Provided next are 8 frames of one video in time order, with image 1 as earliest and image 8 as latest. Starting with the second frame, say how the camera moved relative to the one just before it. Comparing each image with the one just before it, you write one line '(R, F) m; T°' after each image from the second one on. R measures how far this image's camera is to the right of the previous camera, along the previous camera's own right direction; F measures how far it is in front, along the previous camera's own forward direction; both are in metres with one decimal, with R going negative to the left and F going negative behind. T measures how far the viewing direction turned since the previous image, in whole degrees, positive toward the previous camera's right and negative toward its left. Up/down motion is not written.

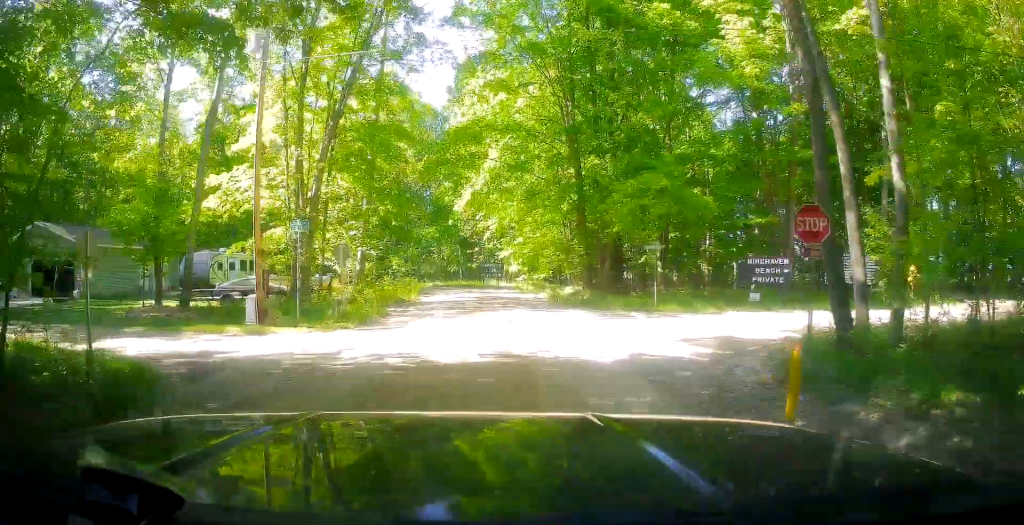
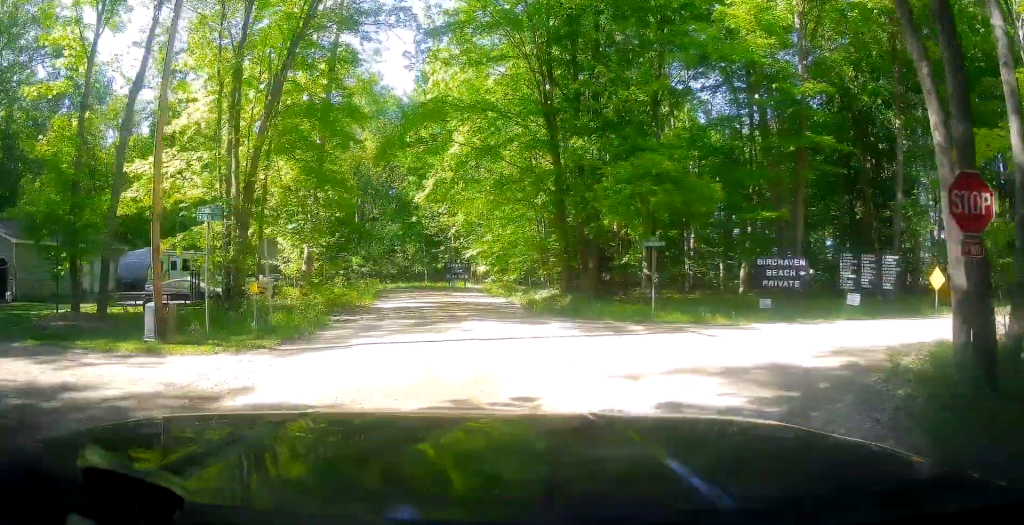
(+0.5, +5.7) m; +7°
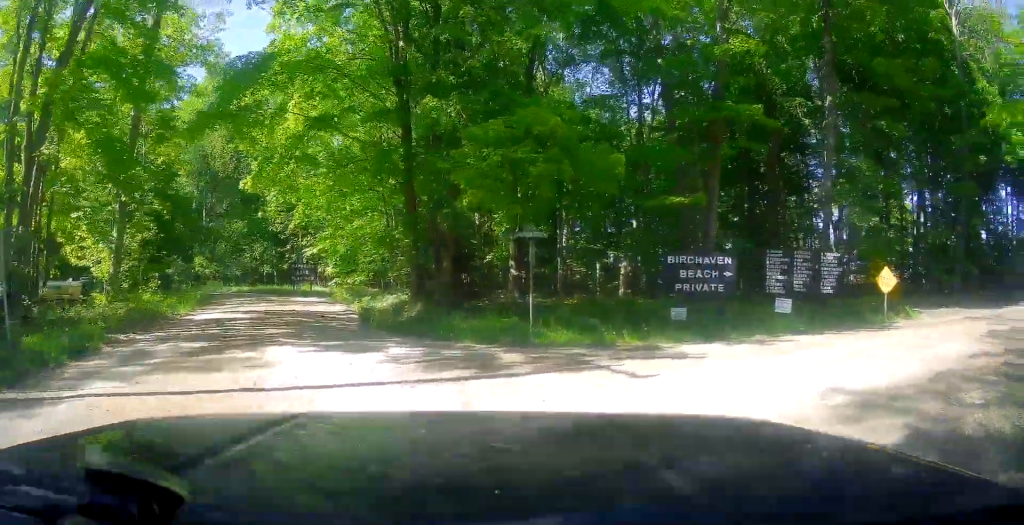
(+0.5, +7.2) m; +2°
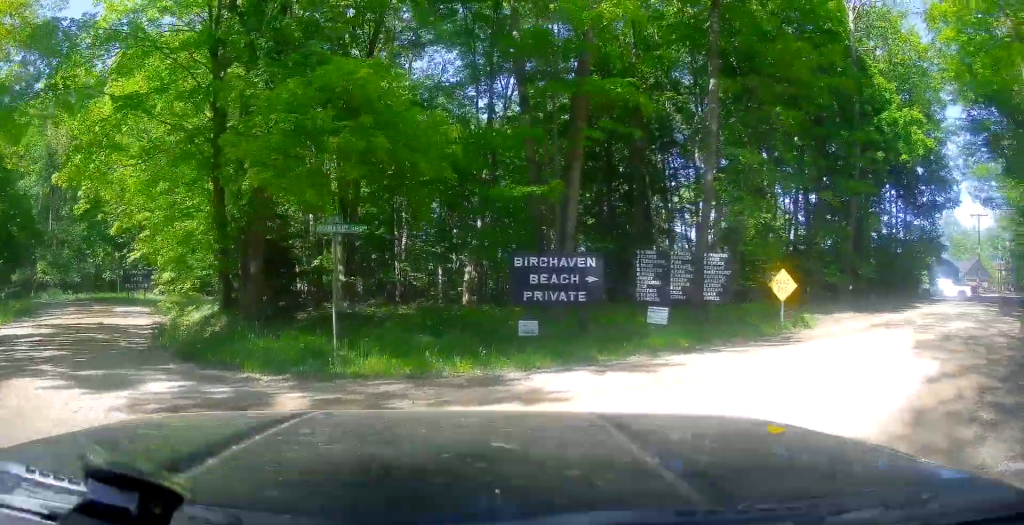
(0.0, +3.5) m; +9°
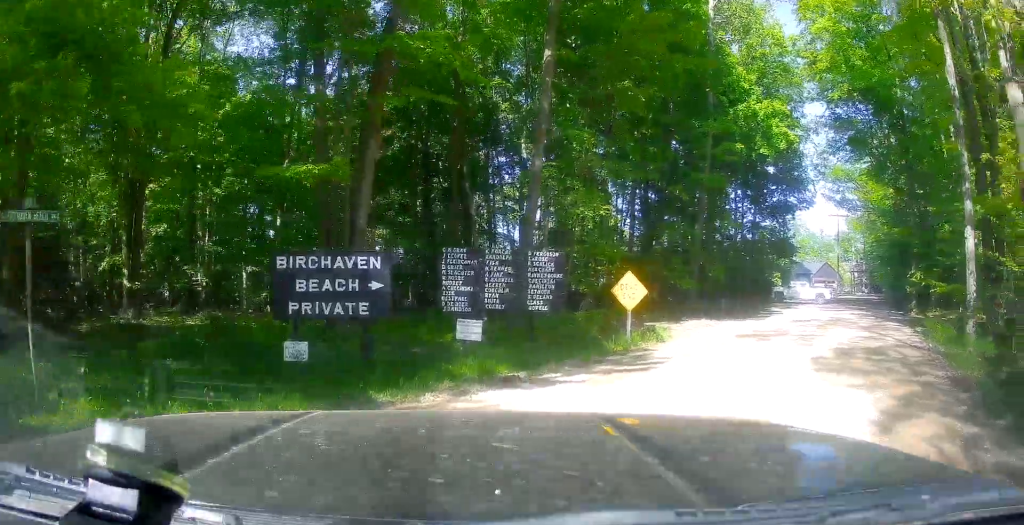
(+0.5, +4.0) m; +19°
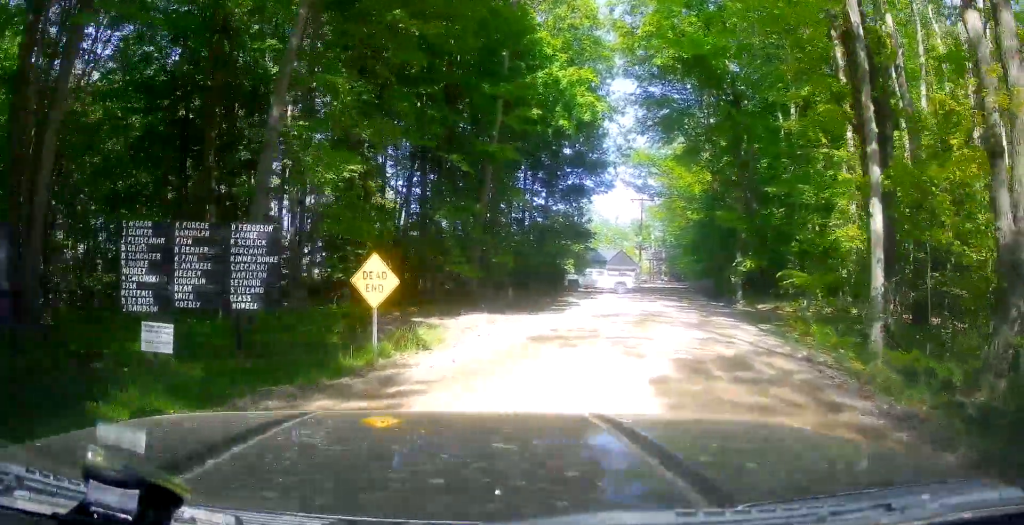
(+1.1, +5.0) m; +25°
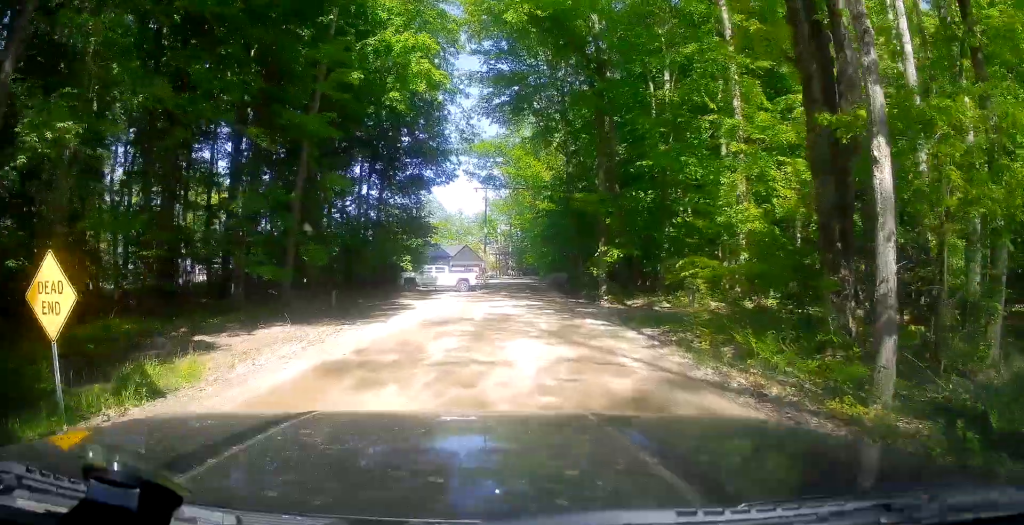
(+1.2, +4.9) m; +16°
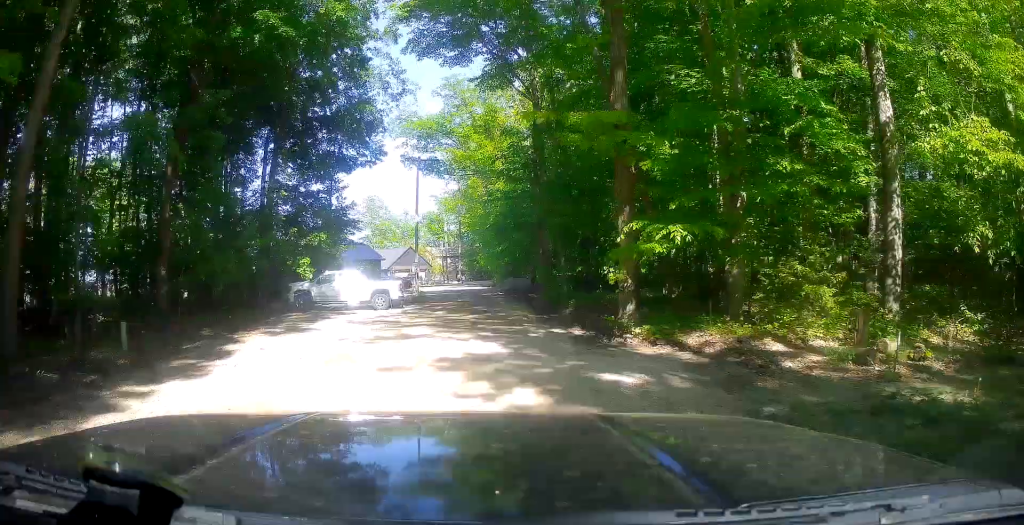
(+0.4, +14.2) m; +4°
